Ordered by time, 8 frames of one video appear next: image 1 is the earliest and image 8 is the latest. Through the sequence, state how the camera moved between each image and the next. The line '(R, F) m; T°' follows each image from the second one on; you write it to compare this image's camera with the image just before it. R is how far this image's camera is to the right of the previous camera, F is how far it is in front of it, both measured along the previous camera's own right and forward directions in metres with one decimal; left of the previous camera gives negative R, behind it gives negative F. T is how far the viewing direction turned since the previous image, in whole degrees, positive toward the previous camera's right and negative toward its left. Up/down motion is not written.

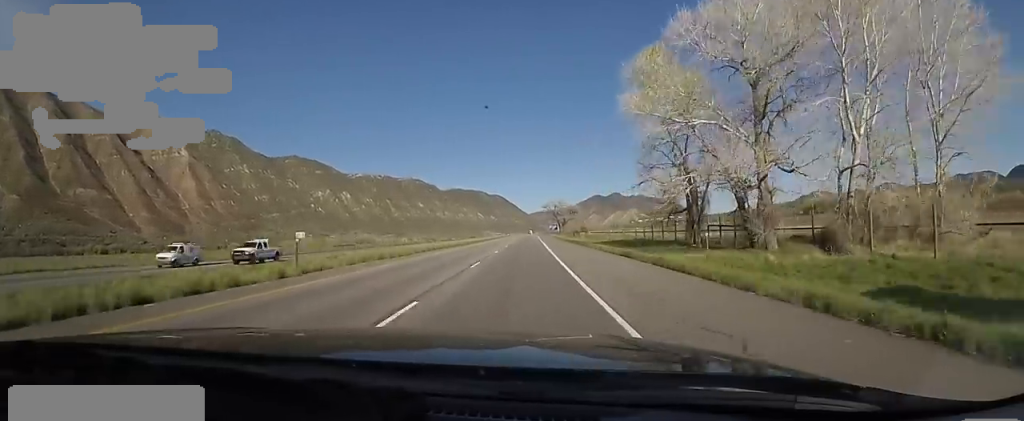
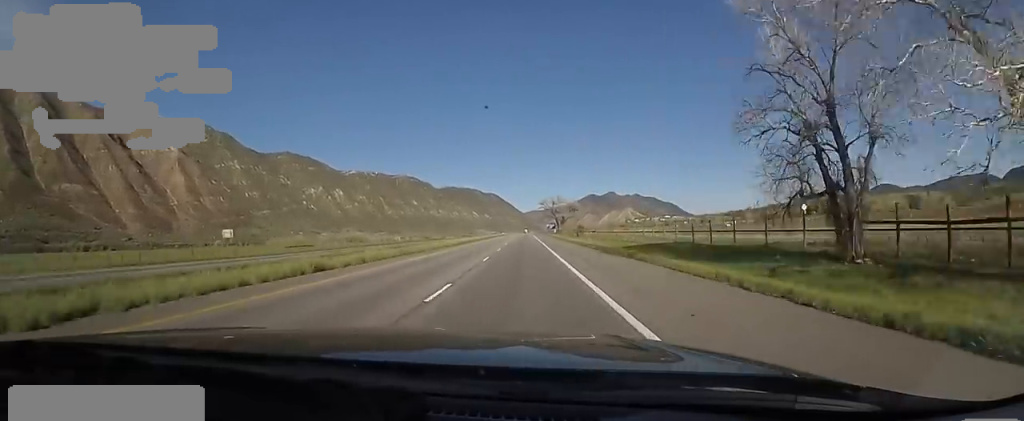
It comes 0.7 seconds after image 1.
(+1.1, +20.7) m; 0°
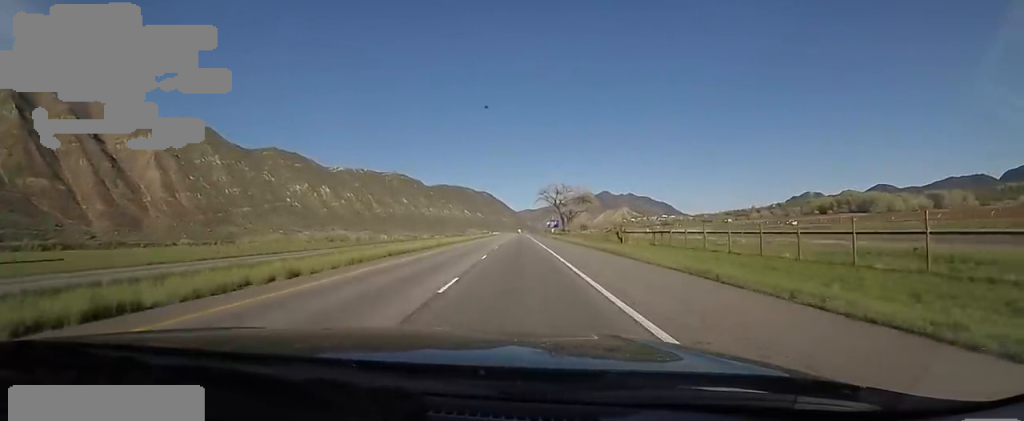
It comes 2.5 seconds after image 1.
(-2.8, +58.5) m; 0°
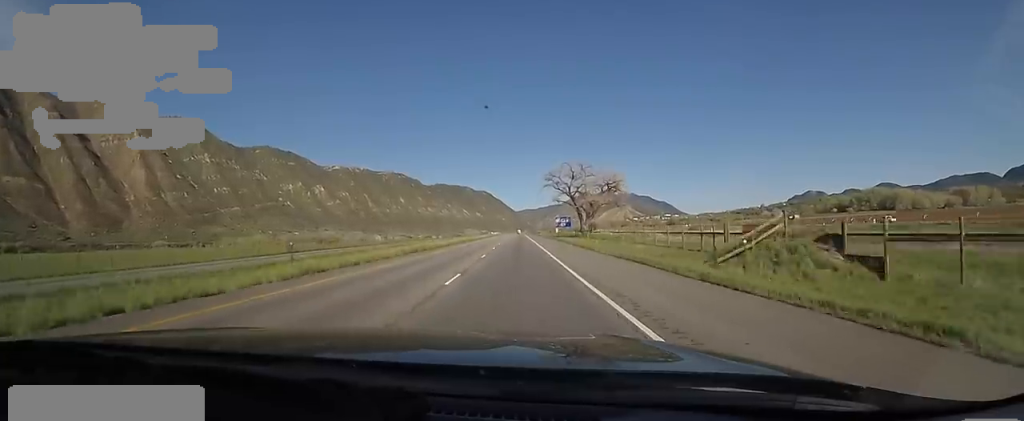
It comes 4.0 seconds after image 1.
(+1.1, +46.4) m; 0°
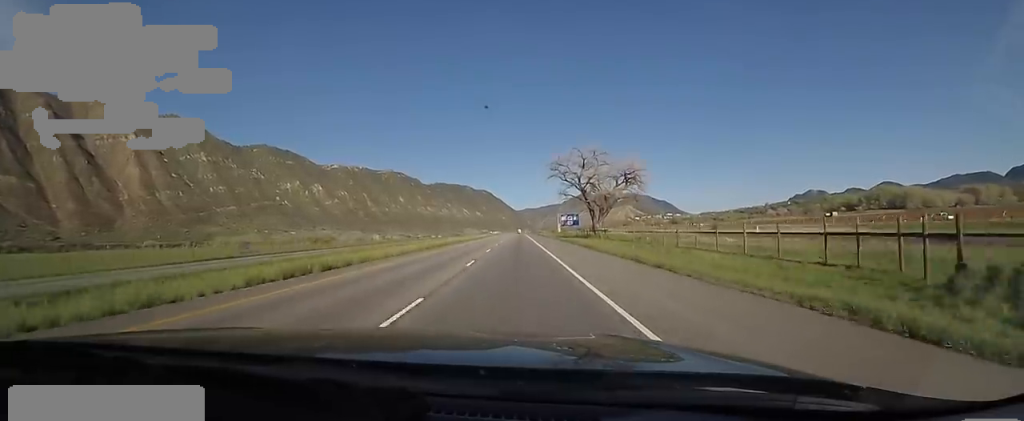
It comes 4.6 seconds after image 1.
(-0.5, +17.9) m; -1°
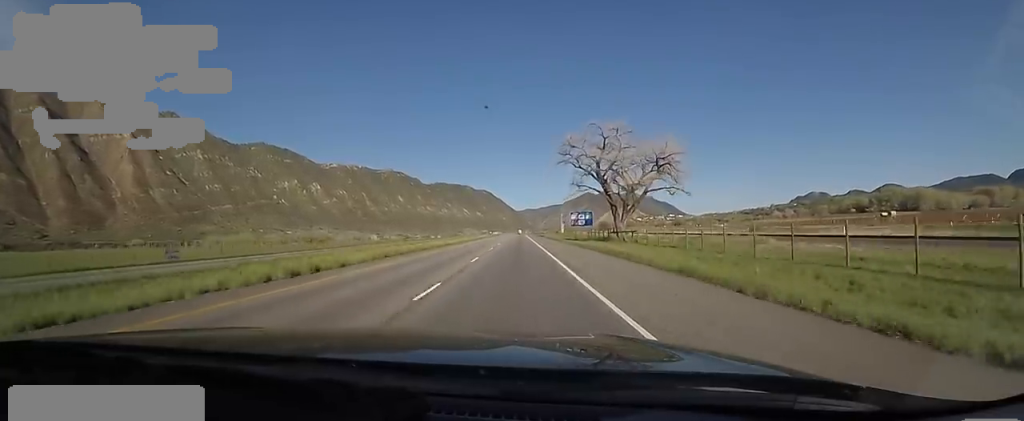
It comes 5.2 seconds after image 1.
(-0.1, +20.8) m; +1°
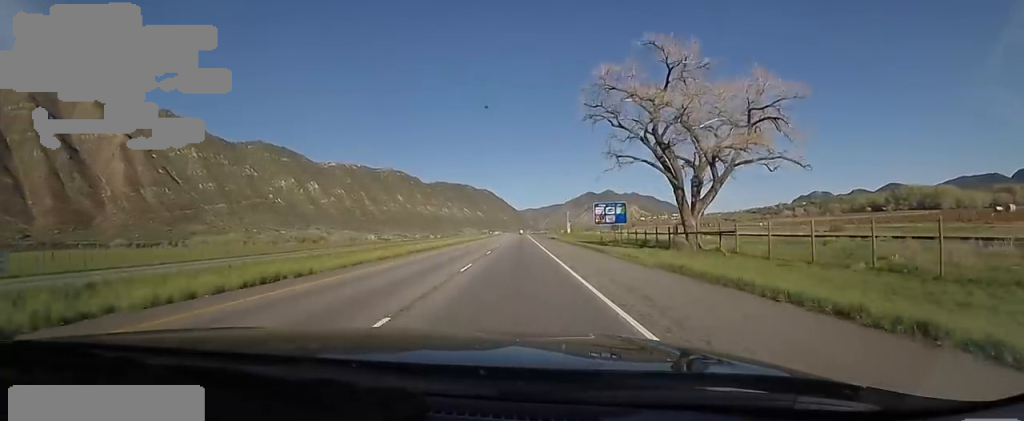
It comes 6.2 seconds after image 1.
(+0.7, +29.0) m; +1°
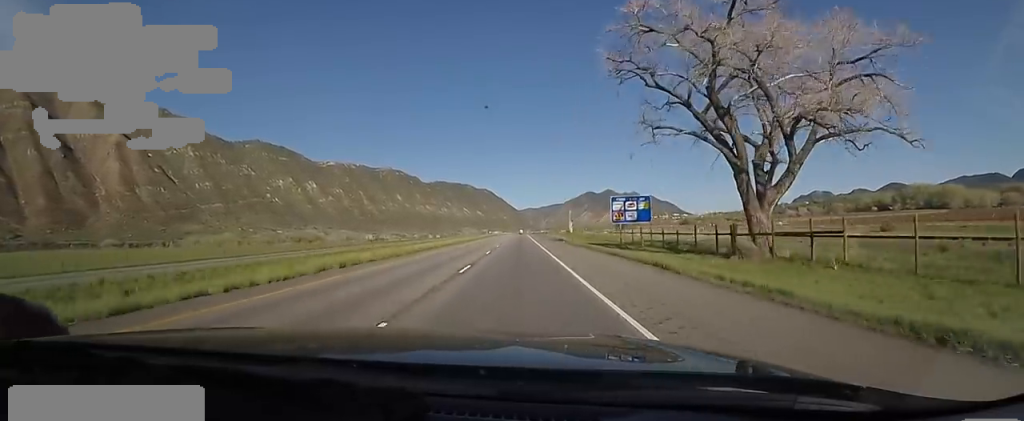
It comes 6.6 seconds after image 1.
(+0.6, +12.4) m; 0°
